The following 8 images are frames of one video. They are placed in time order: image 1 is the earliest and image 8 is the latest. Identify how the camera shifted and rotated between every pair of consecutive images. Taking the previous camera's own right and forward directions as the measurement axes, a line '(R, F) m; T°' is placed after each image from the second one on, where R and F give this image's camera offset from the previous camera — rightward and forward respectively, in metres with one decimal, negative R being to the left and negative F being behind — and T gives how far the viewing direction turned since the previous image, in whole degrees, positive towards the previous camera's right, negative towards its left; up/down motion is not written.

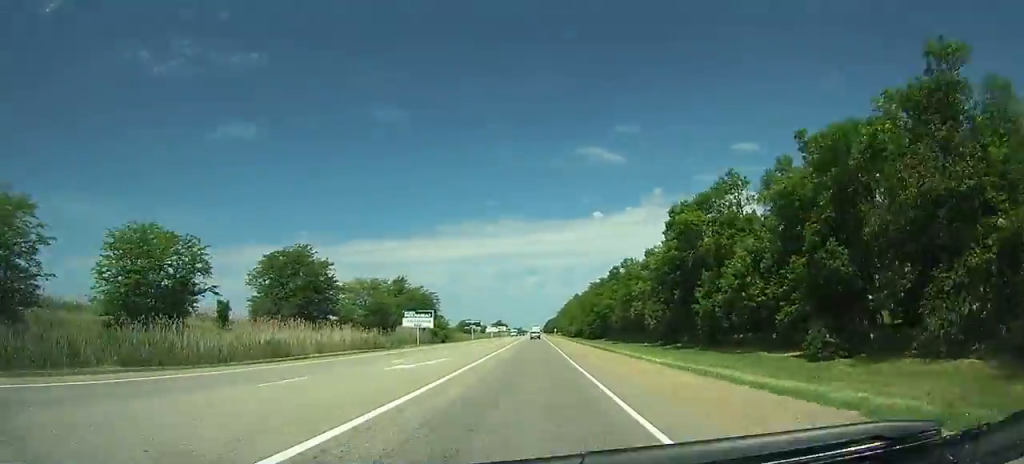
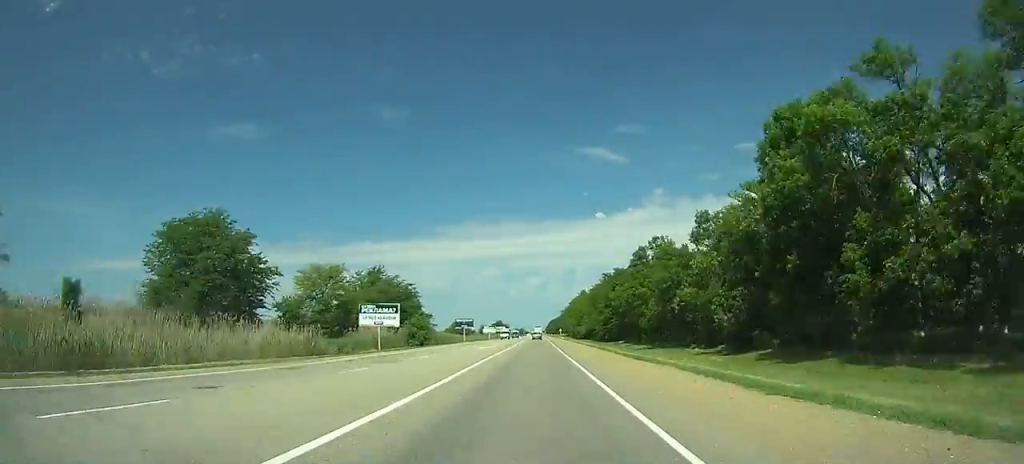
(0.0, +30.9) m; 0°
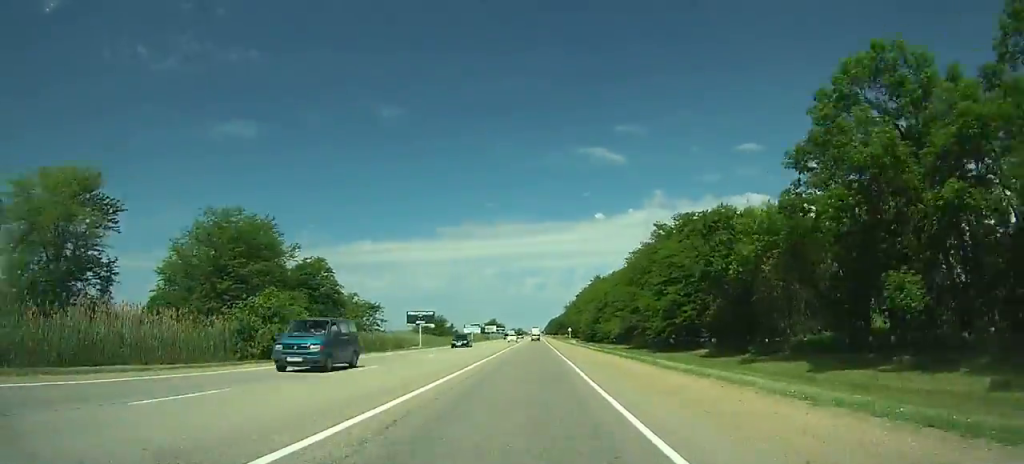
(+0.2, +69.7) m; 0°
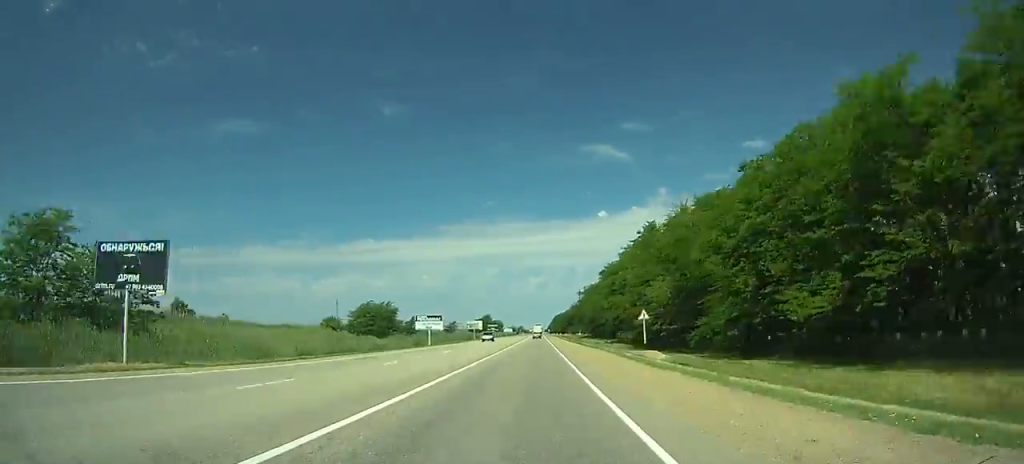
(+0.2, +93.4) m; 0°
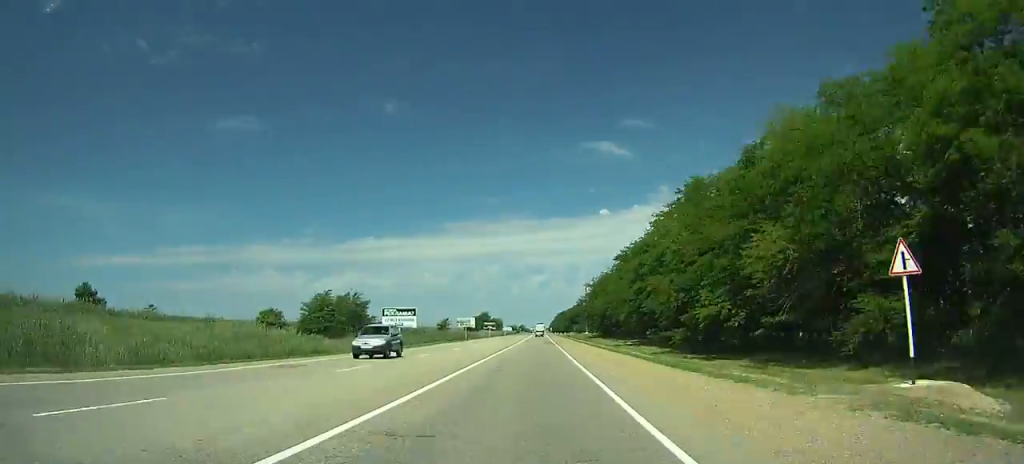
(-0.2, +31.7) m; 0°
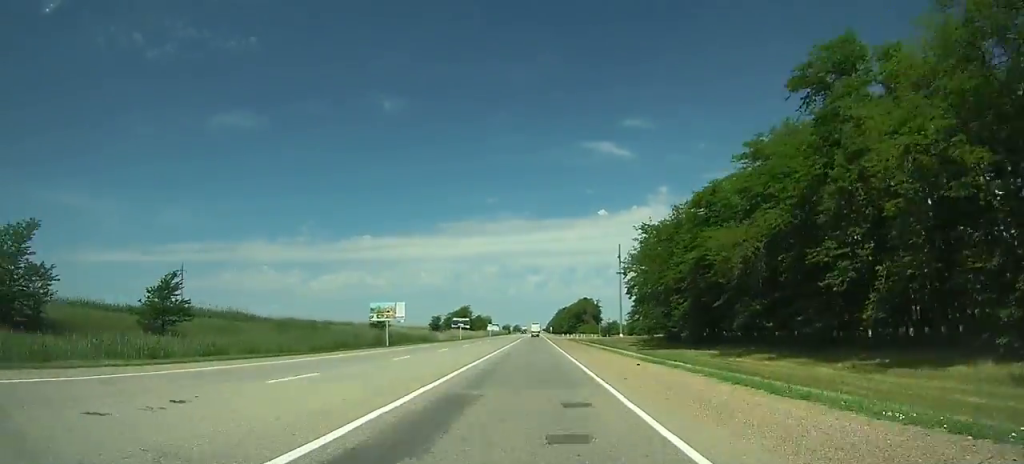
(-0.1, +104.4) m; 0°
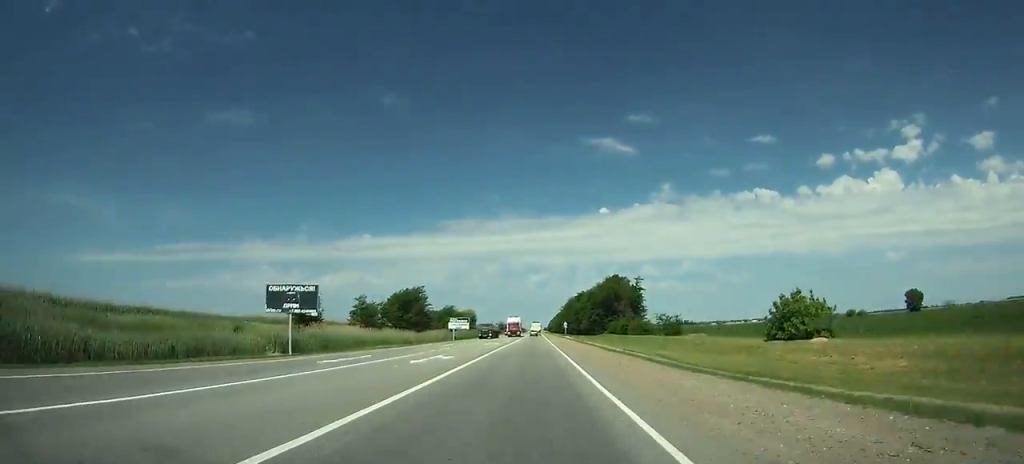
(+0.1, +146.0) m; 0°
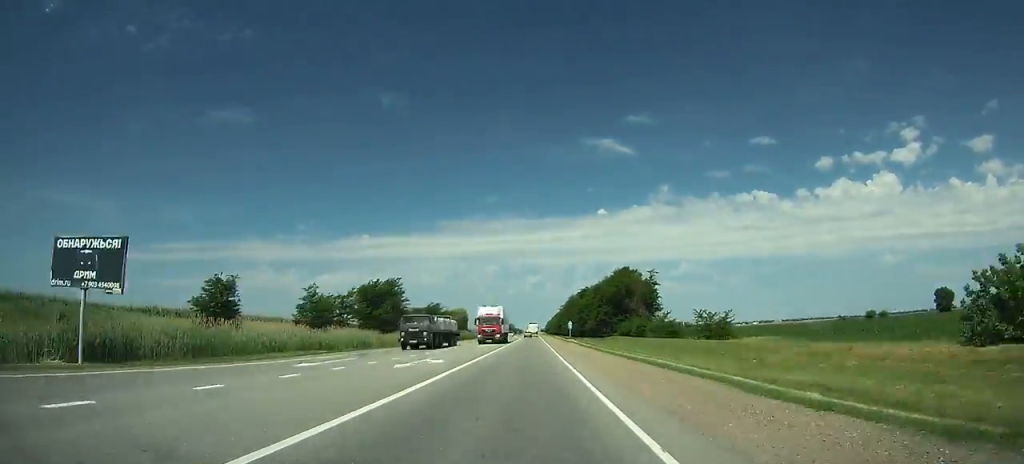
(0.0, +31.5) m; 0°
